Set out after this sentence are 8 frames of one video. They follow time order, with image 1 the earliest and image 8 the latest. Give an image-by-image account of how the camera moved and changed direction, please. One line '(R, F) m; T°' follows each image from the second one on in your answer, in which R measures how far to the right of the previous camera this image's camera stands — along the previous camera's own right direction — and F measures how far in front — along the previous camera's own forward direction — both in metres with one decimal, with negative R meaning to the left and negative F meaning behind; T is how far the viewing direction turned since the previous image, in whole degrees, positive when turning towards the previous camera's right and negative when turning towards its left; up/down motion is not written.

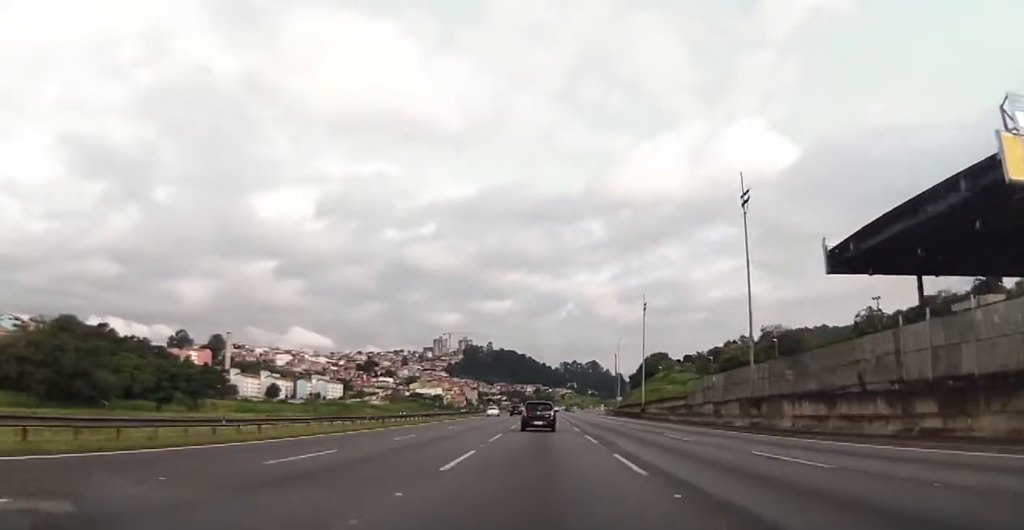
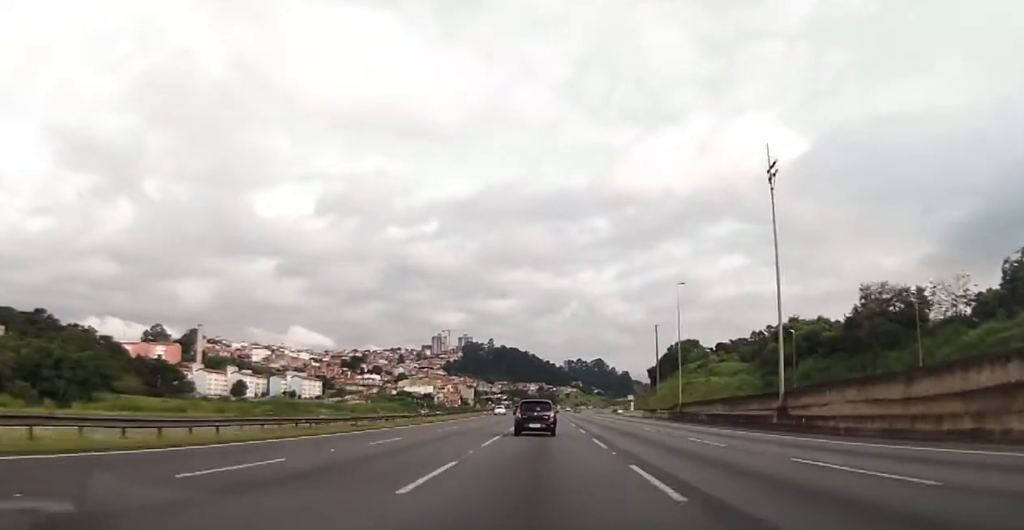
(0.0, +51.8) m; 0°
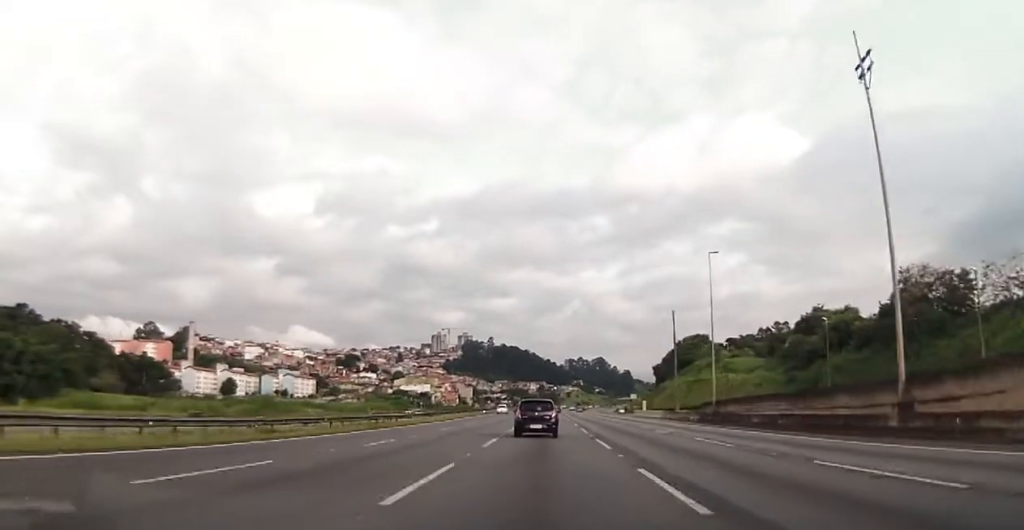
(+0.2, +13.3) m; 0°
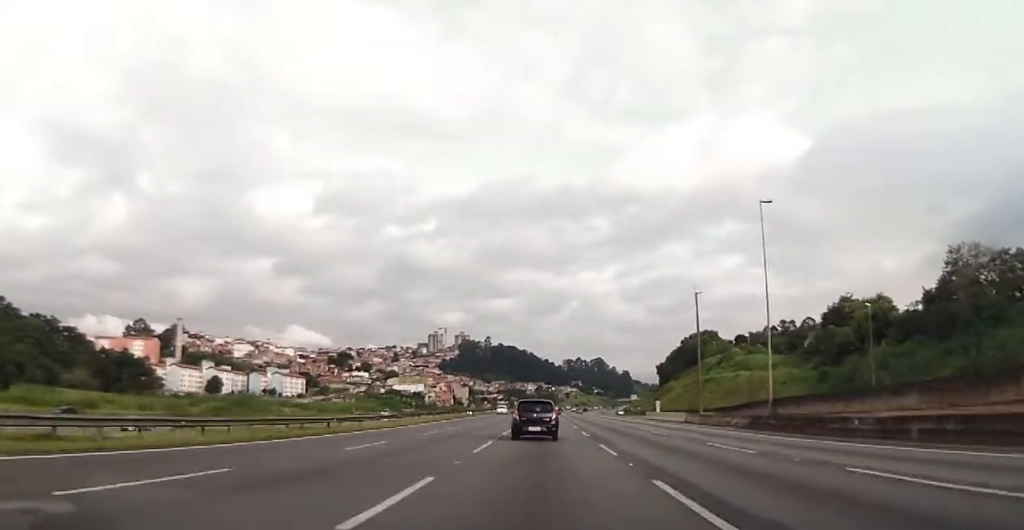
(-0.1, +14.2) m; 0°
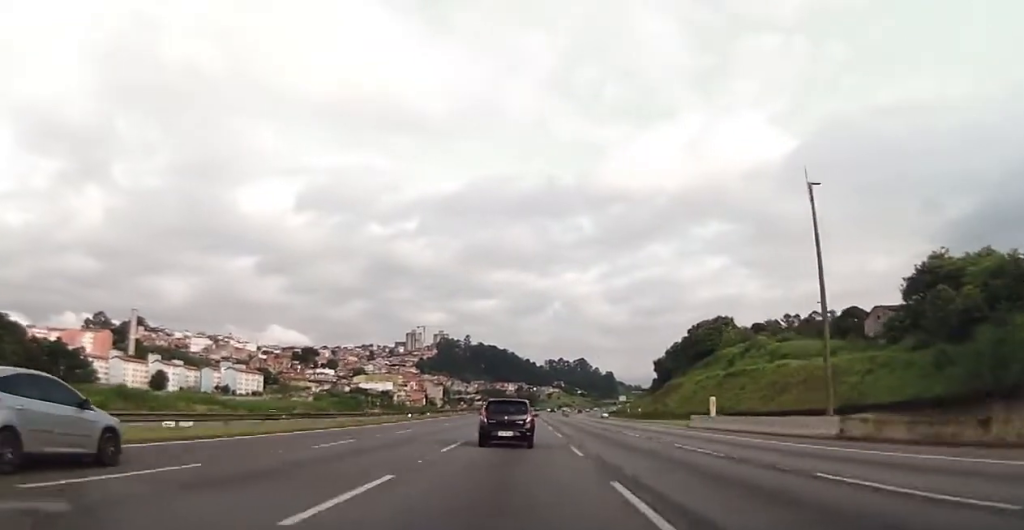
(0.0, +36.1) m; +1°
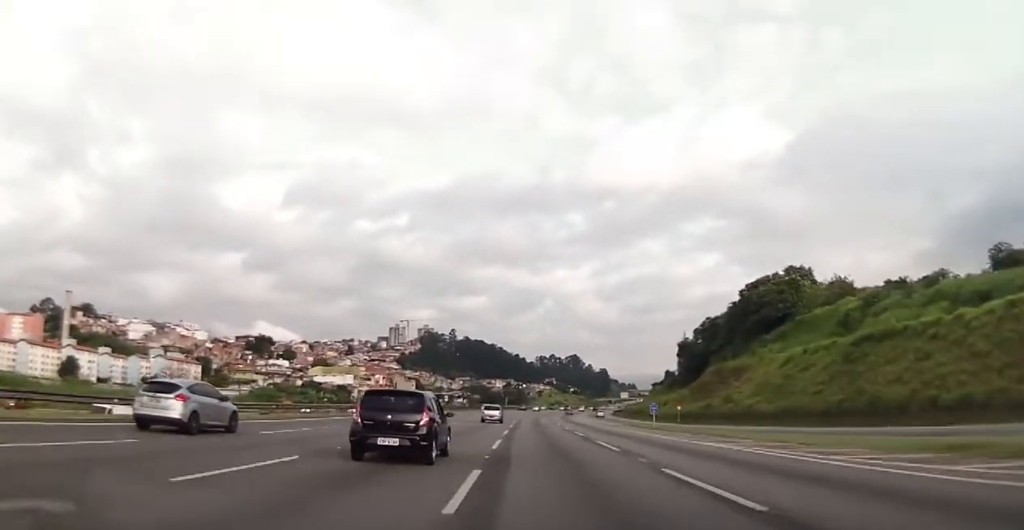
(+0.6, +58.7) m; +1°
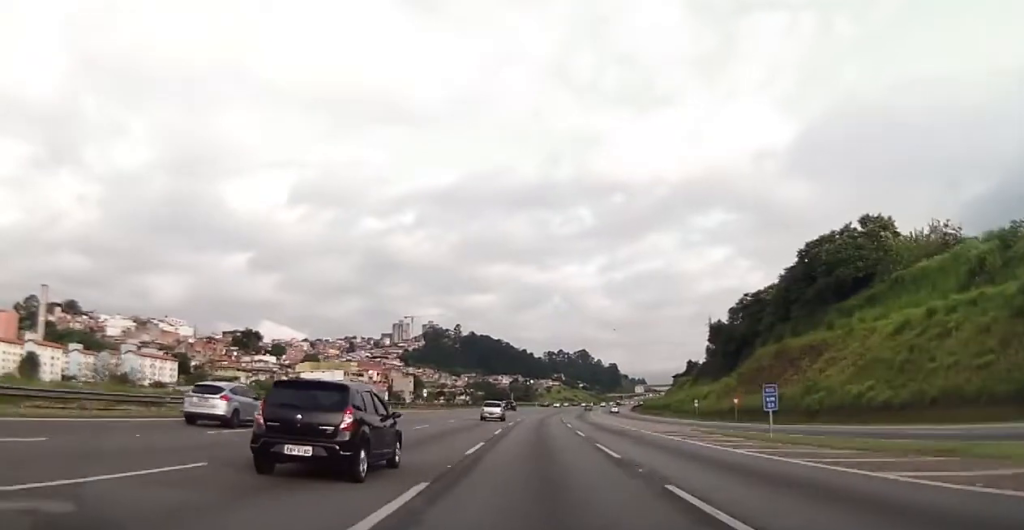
(0.0, +27.3) m; 0°
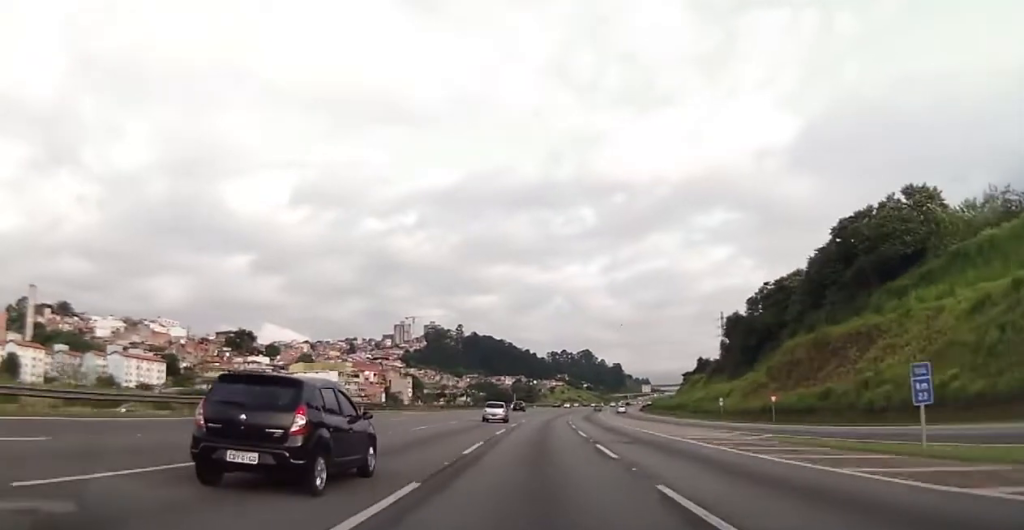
(0.0, +11.8) m; 0°
